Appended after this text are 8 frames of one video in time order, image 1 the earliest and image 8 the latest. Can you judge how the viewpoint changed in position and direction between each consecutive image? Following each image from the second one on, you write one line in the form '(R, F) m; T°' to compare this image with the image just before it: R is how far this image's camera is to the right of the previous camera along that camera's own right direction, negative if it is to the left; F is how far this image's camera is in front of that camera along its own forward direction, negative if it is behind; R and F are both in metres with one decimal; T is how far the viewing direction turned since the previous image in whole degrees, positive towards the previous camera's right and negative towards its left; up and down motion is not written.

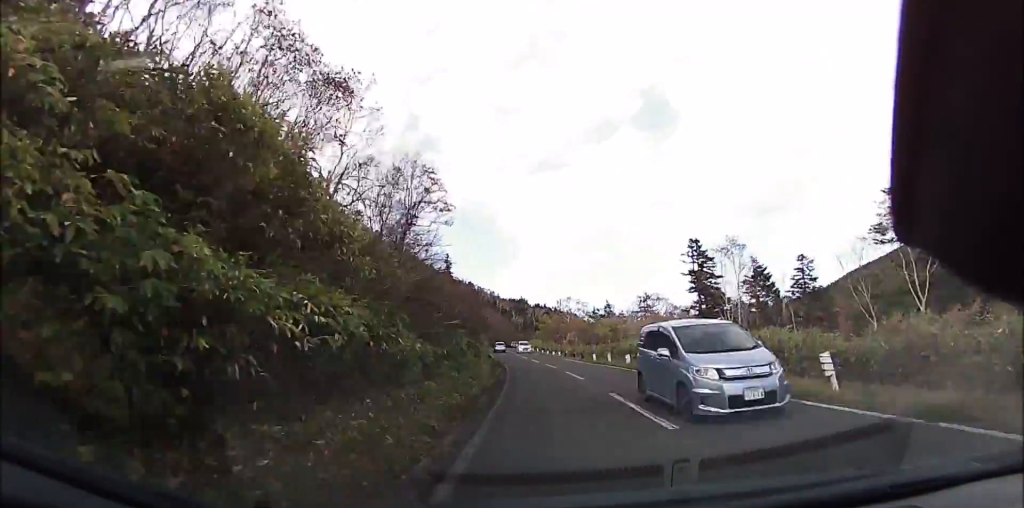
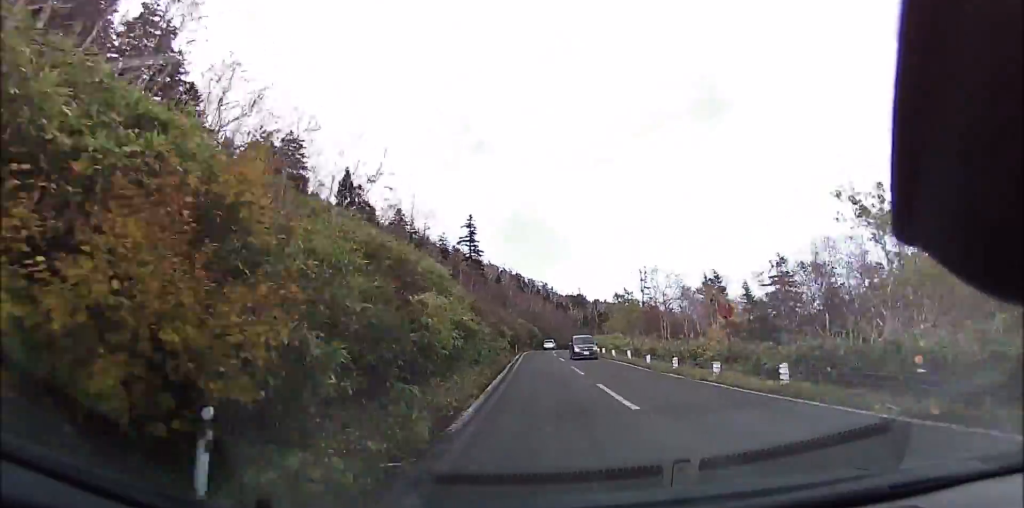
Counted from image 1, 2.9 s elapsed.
(-2.2, +38.9) m; -6°
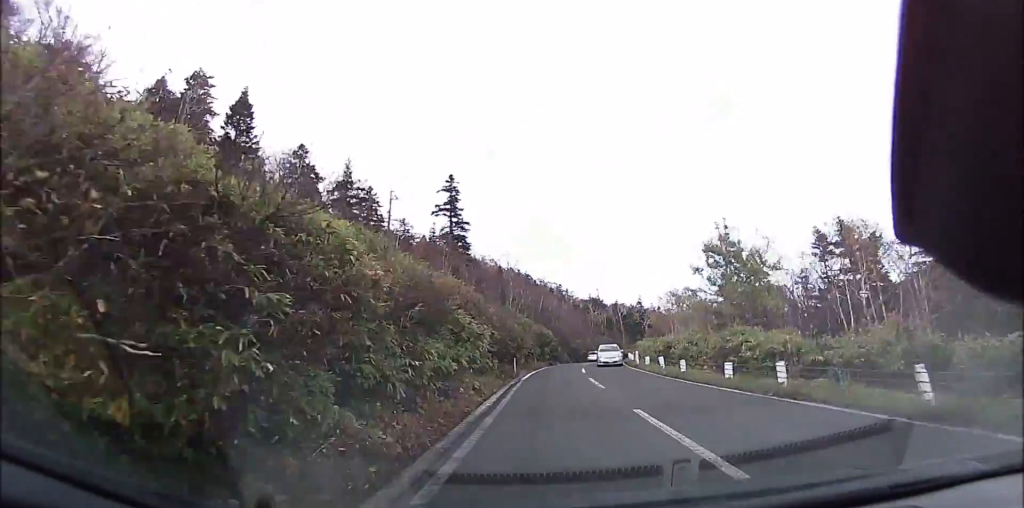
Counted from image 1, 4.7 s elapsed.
(-0.9, +23.7) m; -3°
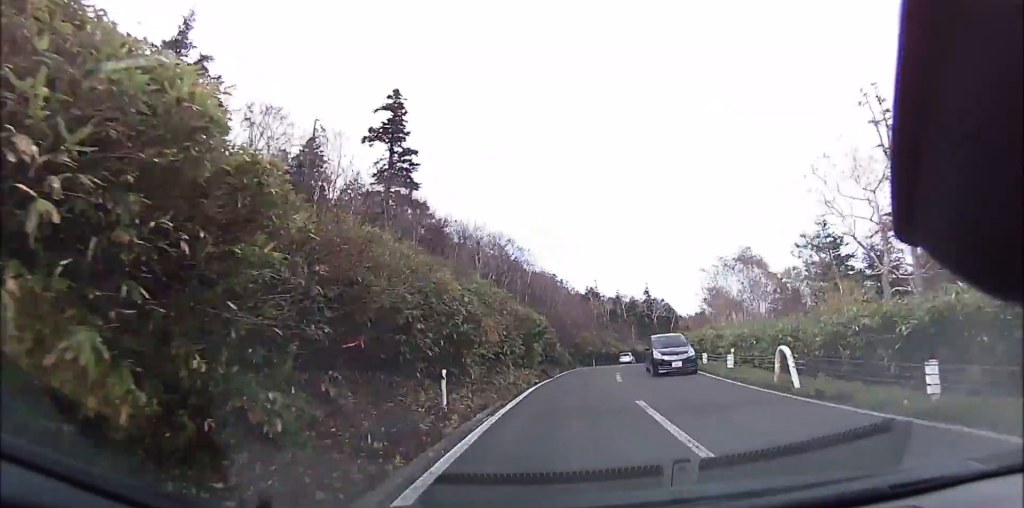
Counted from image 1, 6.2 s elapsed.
(-0.3, +19.4) m; 0°
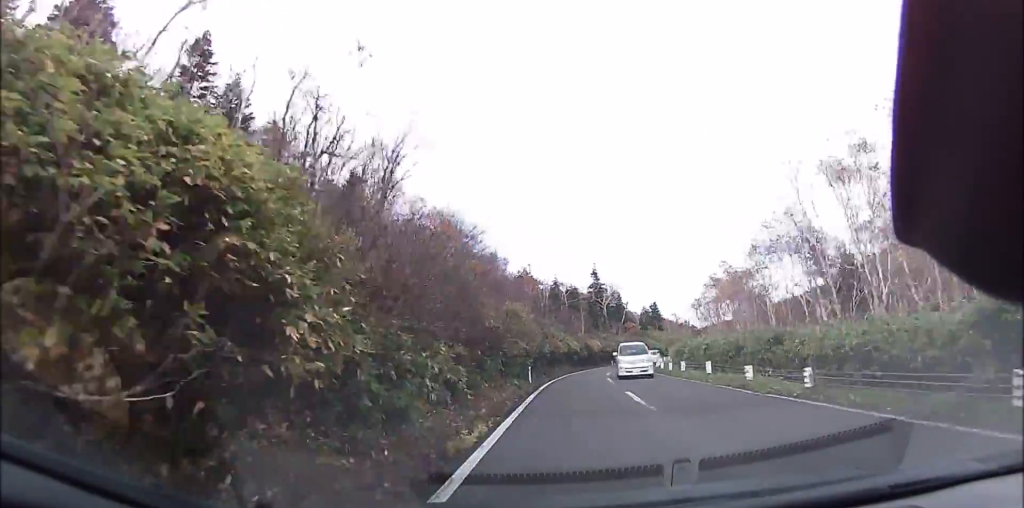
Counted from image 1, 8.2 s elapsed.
(+0.9, +26.9) m; +7°
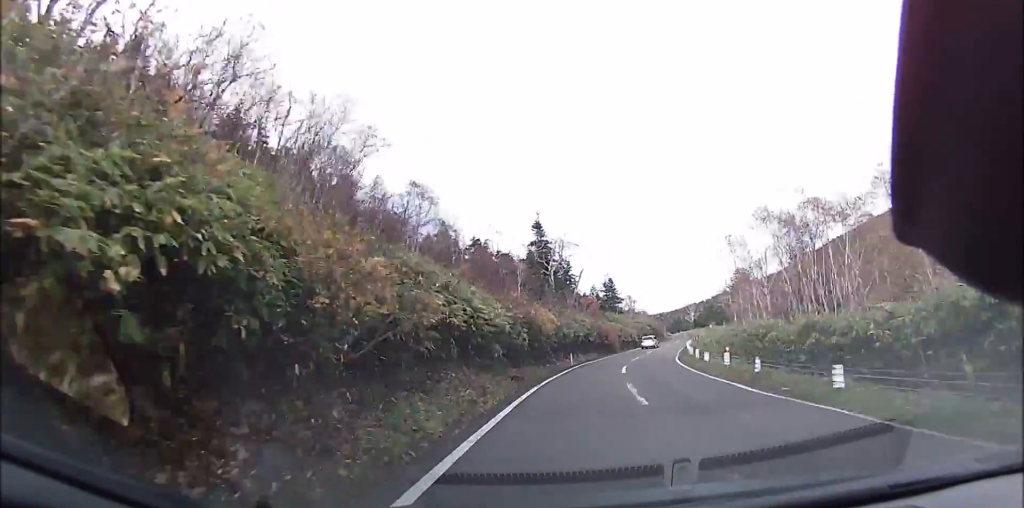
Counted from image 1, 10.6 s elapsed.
(+3.0, +31.0) m; +12°
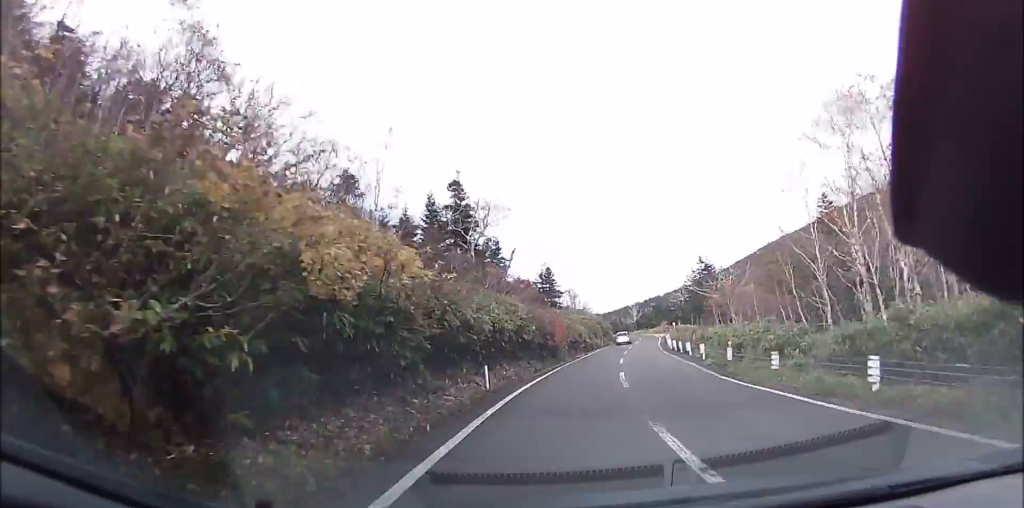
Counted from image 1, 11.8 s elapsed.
(+1.0, +16.1) m; +6°
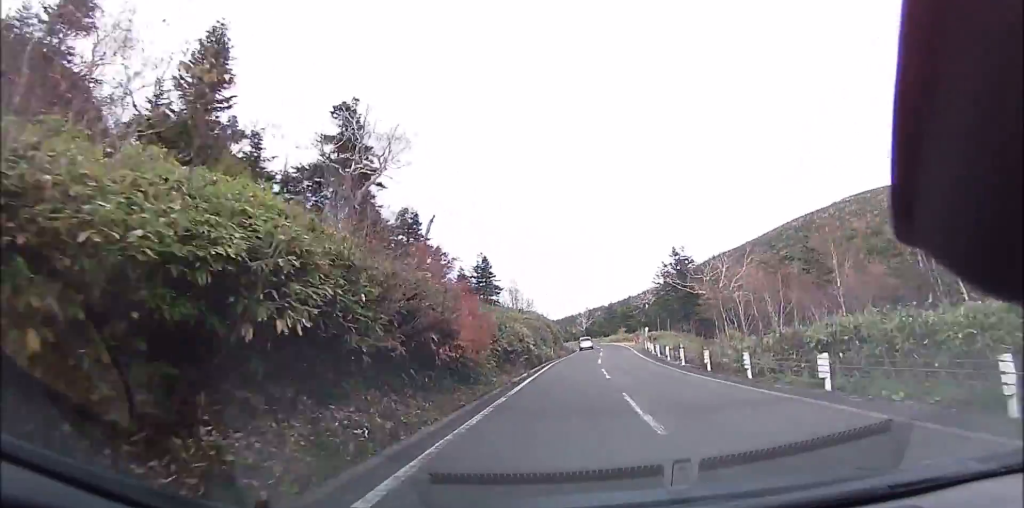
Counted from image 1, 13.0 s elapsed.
(+0.7, +16.5) m; +6°
